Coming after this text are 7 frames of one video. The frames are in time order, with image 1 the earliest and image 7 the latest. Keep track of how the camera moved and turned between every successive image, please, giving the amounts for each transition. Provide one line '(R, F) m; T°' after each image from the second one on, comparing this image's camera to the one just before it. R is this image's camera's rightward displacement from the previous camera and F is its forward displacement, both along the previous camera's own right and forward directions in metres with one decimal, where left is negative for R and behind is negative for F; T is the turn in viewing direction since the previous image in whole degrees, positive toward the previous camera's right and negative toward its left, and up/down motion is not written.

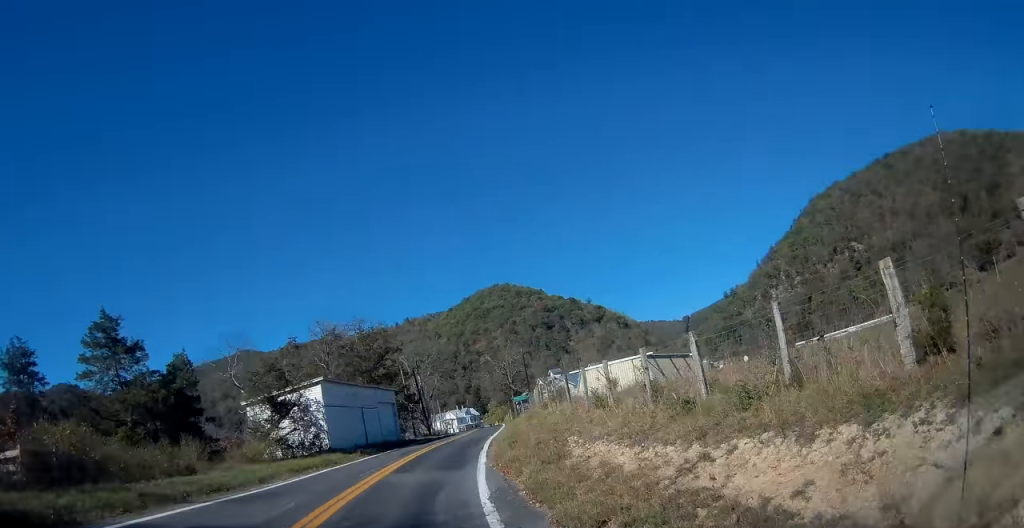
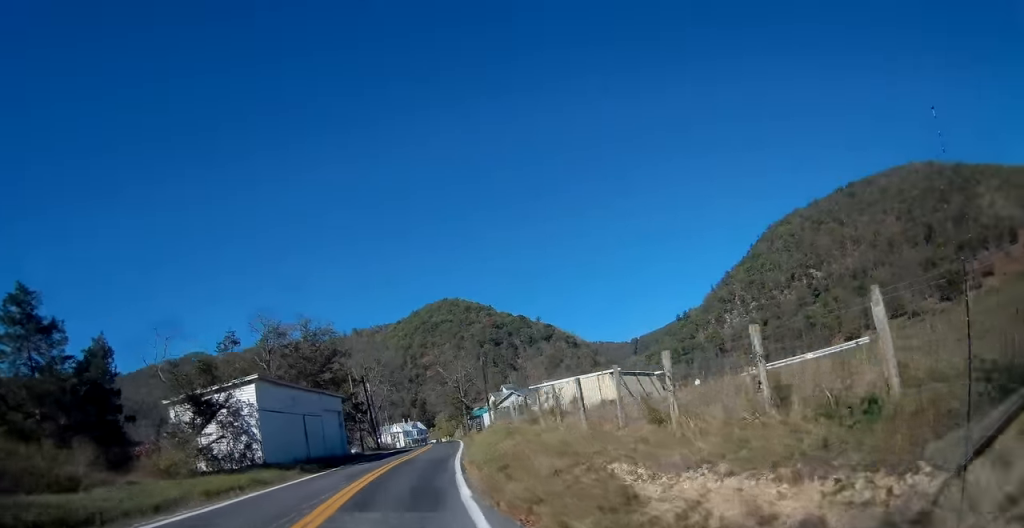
(+0.6, +5.6) m; +5°
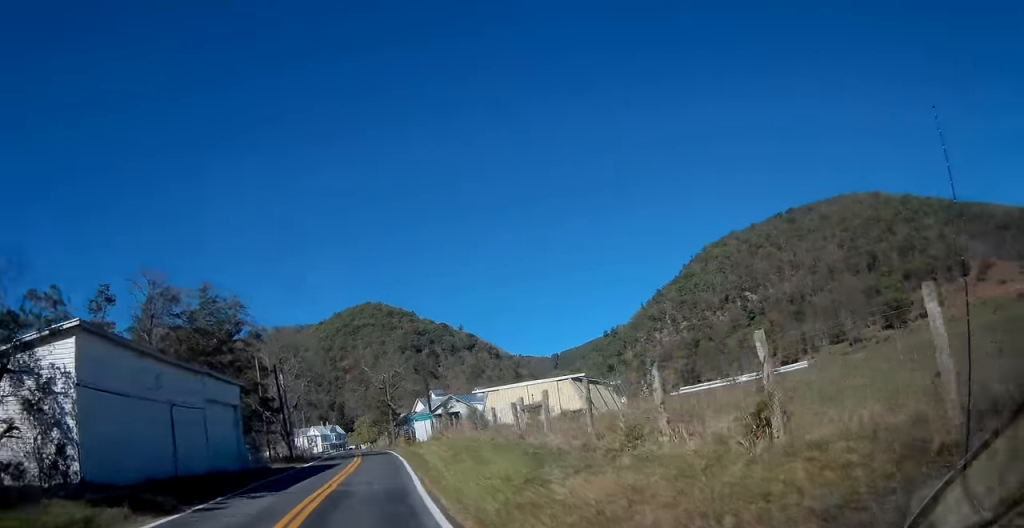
(+1.1, +12.1) m; +8°
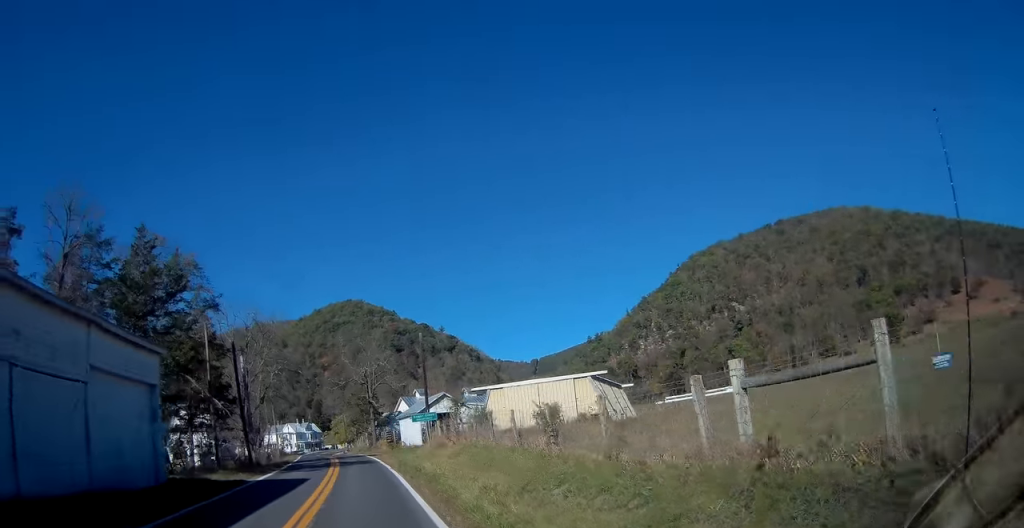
(+0.4, +9.6) m; +4°
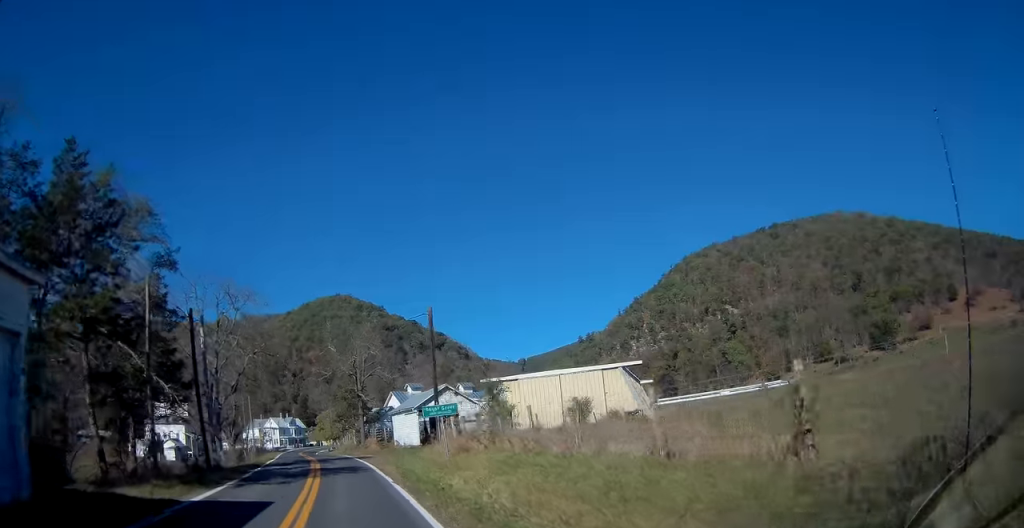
(+0.2, +8.0) m; +2°
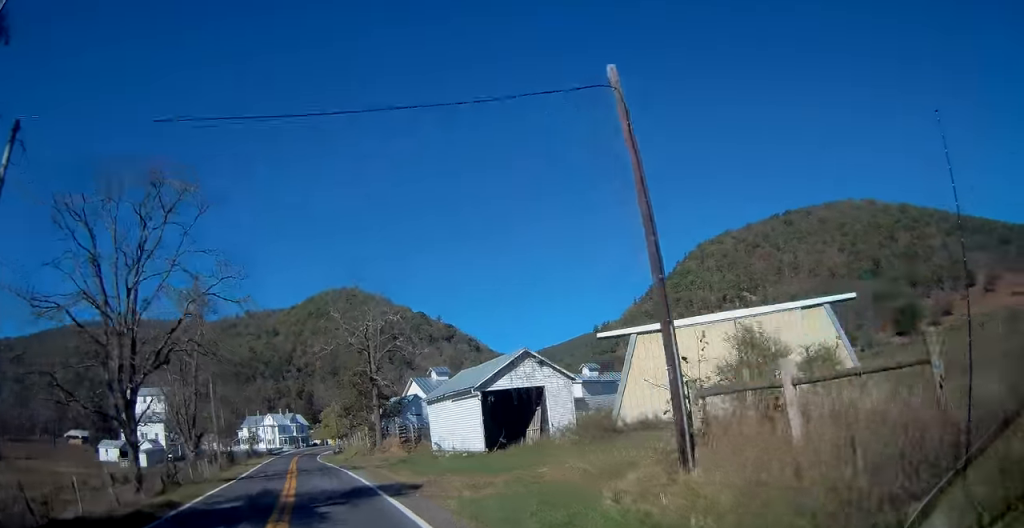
(+0.4, +19.9) m; +1°
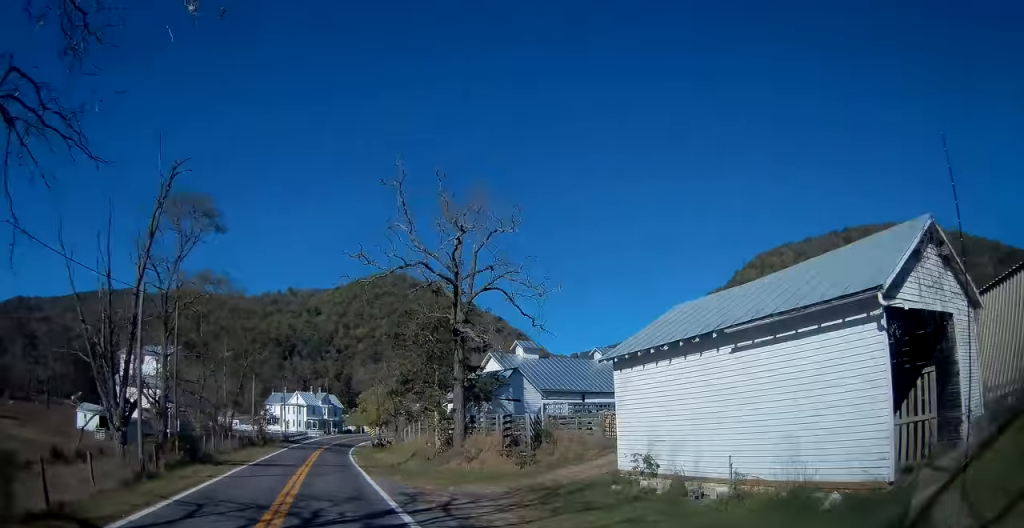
(-0.5, +21.2) m; -4°
